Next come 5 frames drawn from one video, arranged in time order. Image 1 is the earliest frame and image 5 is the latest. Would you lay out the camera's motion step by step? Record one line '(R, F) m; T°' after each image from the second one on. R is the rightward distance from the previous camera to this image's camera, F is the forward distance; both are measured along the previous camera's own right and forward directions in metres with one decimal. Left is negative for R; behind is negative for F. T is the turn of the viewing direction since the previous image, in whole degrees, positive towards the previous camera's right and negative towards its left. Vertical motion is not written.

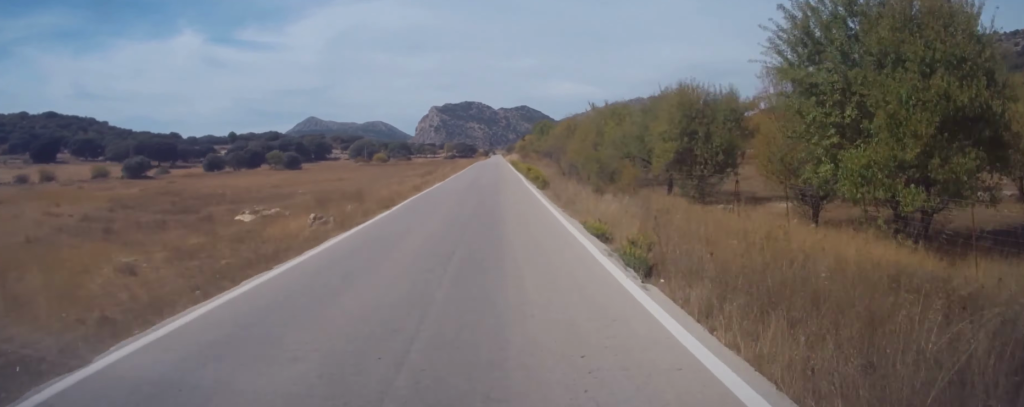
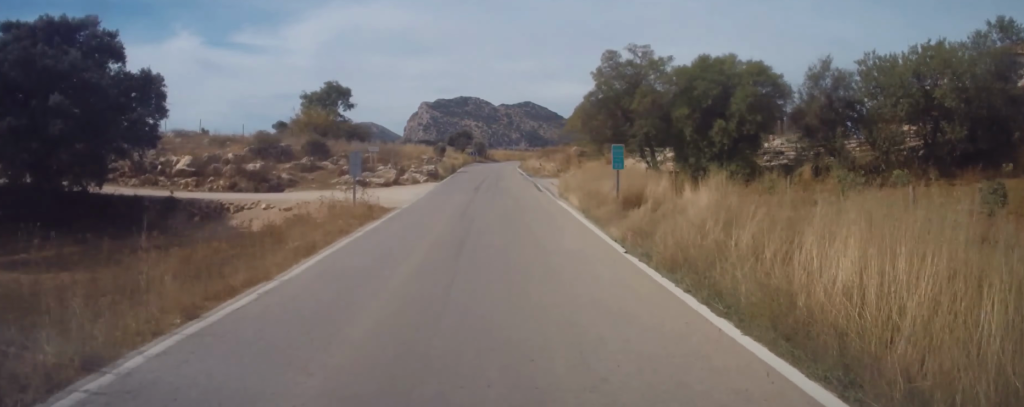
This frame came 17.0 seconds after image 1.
(-0.5, +319.9) m; +8°
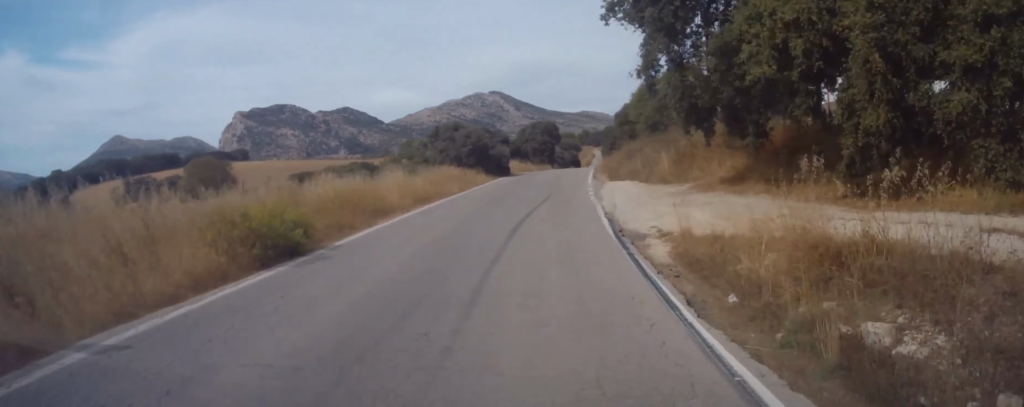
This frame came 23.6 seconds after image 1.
(+12.6, +106.3) m; +11°
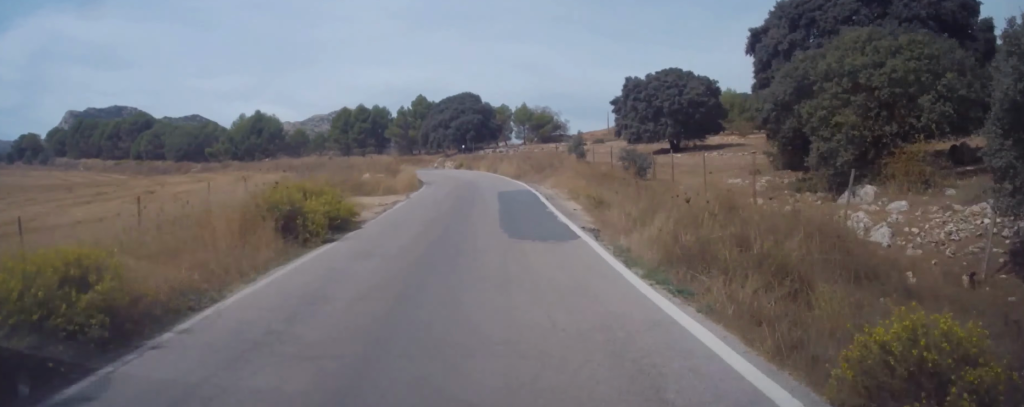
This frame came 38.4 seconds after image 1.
(+11.1, +277.0) m; -18°
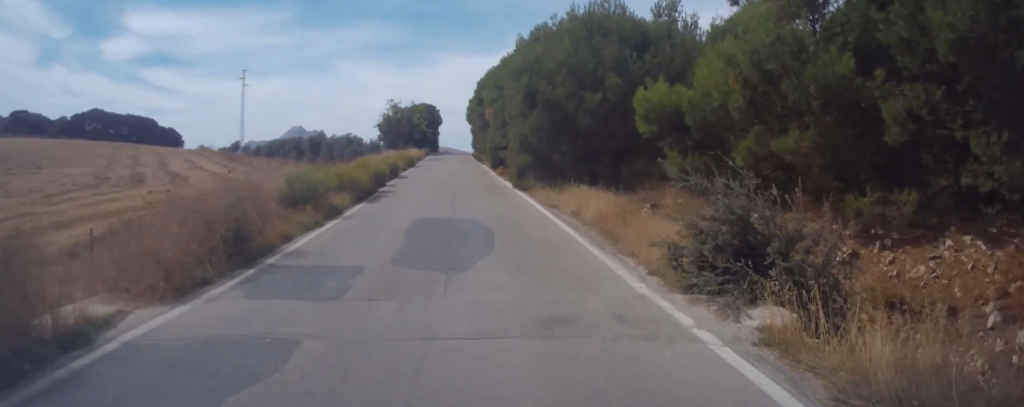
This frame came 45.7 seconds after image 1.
(-35.3, +106.3) m; -17°
